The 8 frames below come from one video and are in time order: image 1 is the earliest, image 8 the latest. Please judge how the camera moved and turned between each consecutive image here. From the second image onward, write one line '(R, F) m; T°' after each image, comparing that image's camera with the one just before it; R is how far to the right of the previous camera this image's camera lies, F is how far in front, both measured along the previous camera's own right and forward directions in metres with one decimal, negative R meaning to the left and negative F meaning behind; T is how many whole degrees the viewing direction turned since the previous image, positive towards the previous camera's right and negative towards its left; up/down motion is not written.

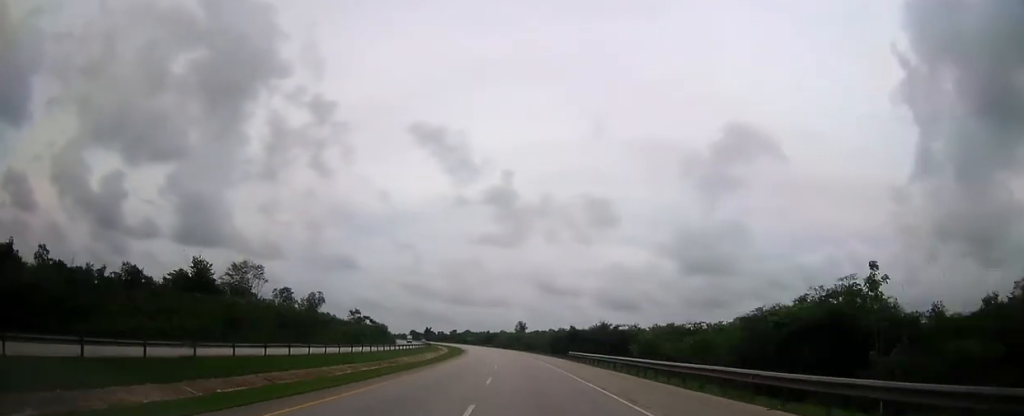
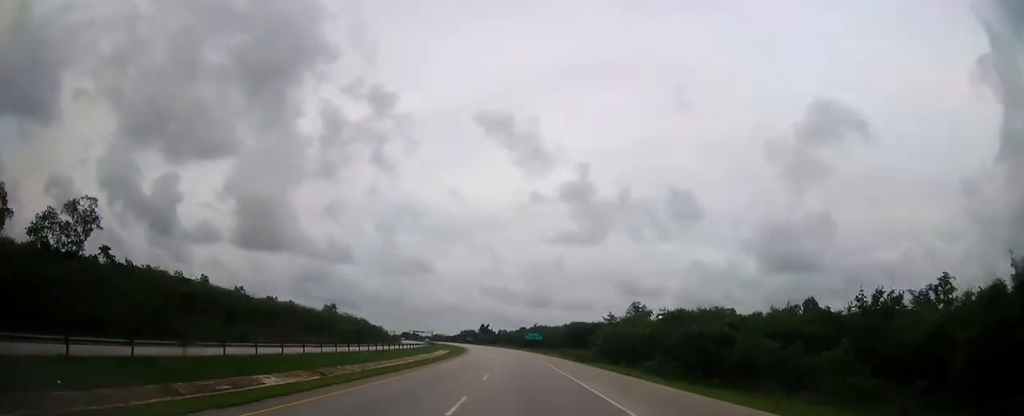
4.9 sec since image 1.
(-10.0, +154.7) m; -8°
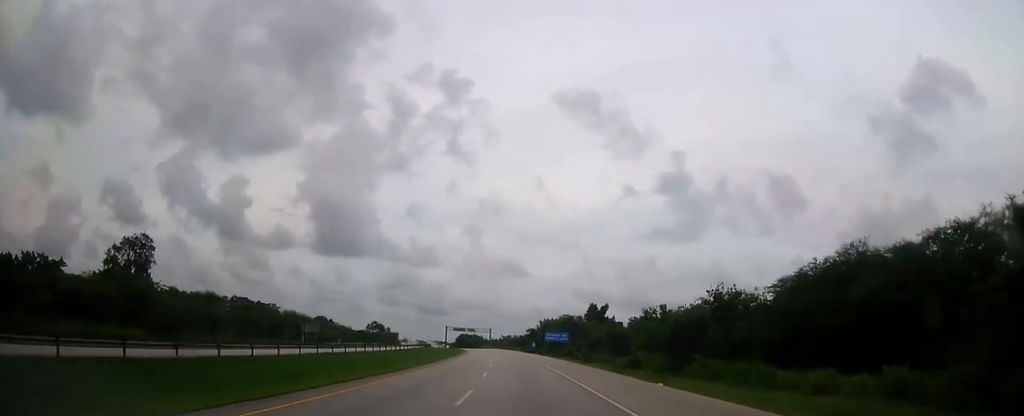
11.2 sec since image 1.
(-16.5, +201.8) m; -10°
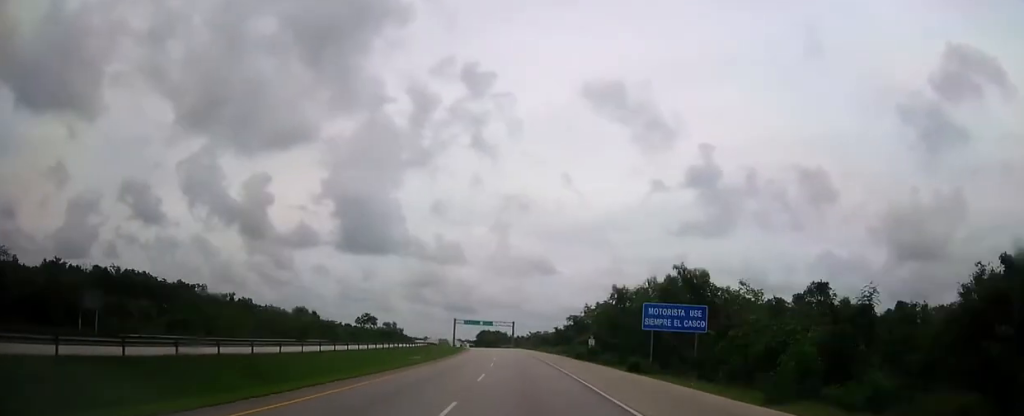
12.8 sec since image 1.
(-1.7, +50.8) m; -3°
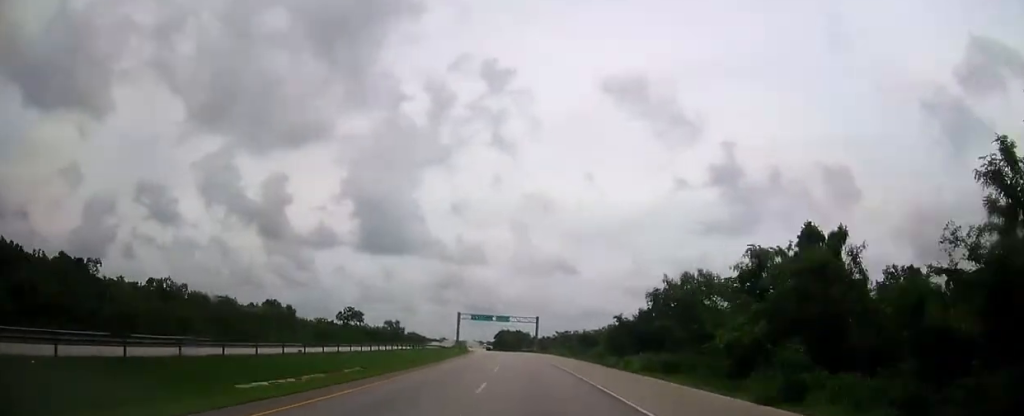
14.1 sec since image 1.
(-0.5, +41.3) m; -2°
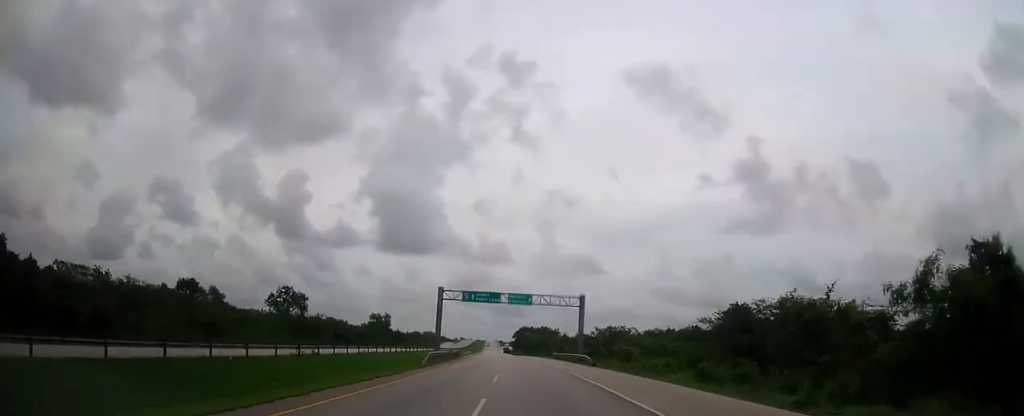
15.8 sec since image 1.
(-1.4, +54.0) m; -2°
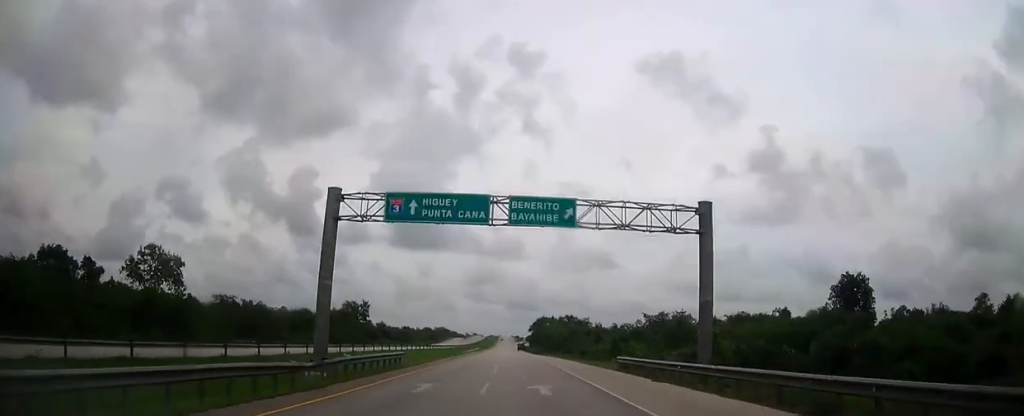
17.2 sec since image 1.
(-0.9, +43.7) m; -2°
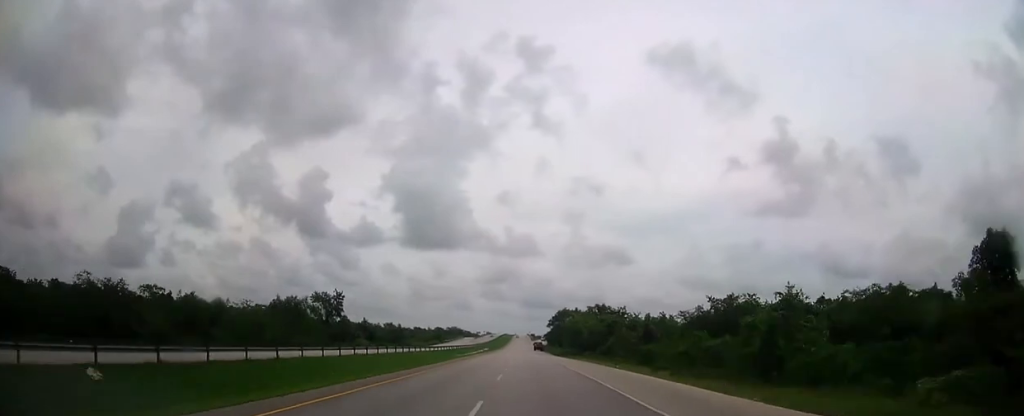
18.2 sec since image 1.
(-0.2, +31.0) m; -1°
